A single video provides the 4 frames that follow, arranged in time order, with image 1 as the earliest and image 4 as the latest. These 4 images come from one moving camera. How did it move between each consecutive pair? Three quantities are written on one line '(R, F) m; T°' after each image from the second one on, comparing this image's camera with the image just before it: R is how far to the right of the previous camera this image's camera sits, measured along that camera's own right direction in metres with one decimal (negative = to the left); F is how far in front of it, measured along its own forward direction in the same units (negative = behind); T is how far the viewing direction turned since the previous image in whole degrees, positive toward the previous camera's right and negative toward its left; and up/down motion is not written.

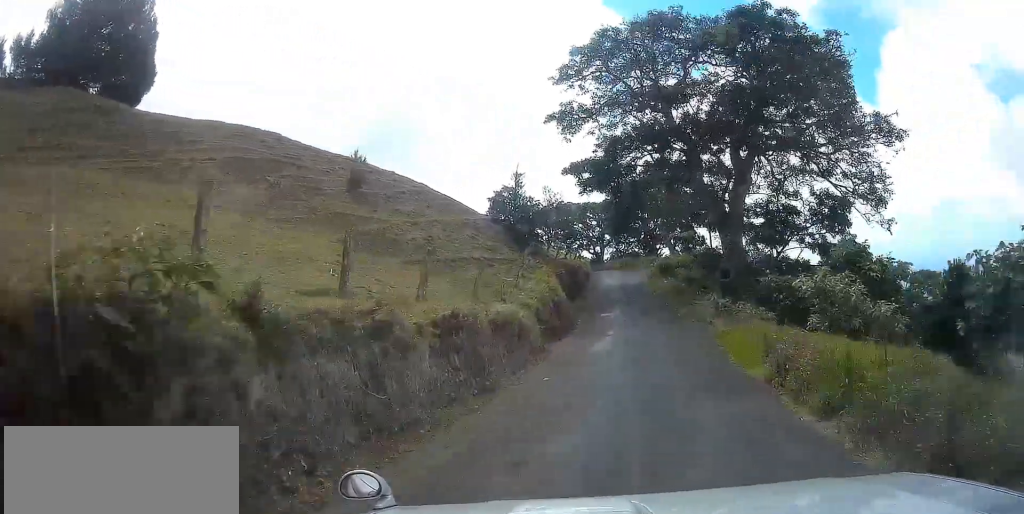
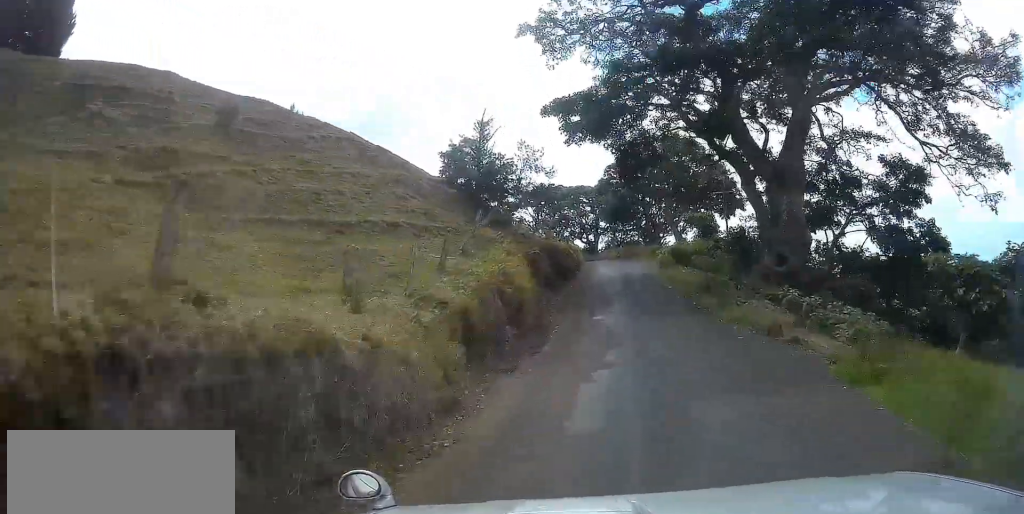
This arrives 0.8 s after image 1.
(+0.1, +11.0) m; 0°
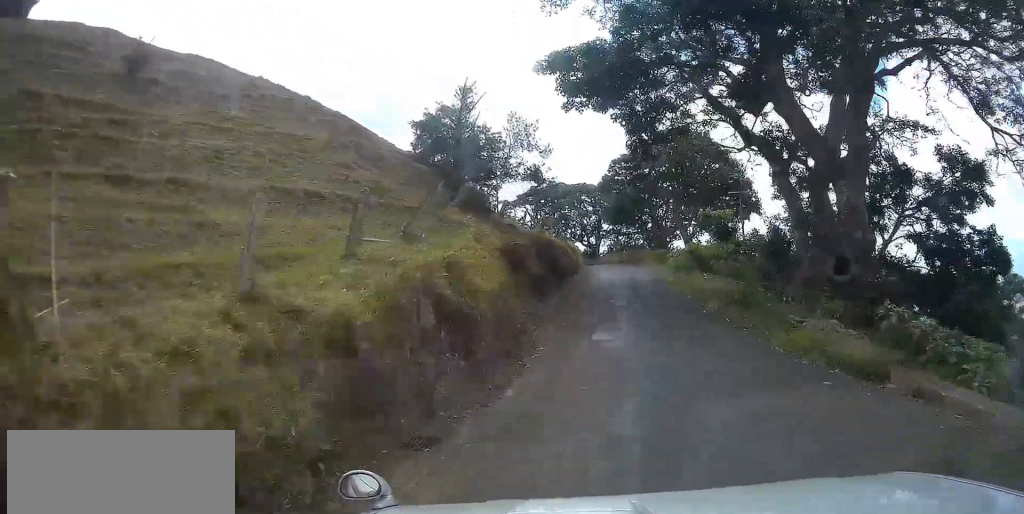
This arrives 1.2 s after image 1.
(0.0, +5.2) m; 0°
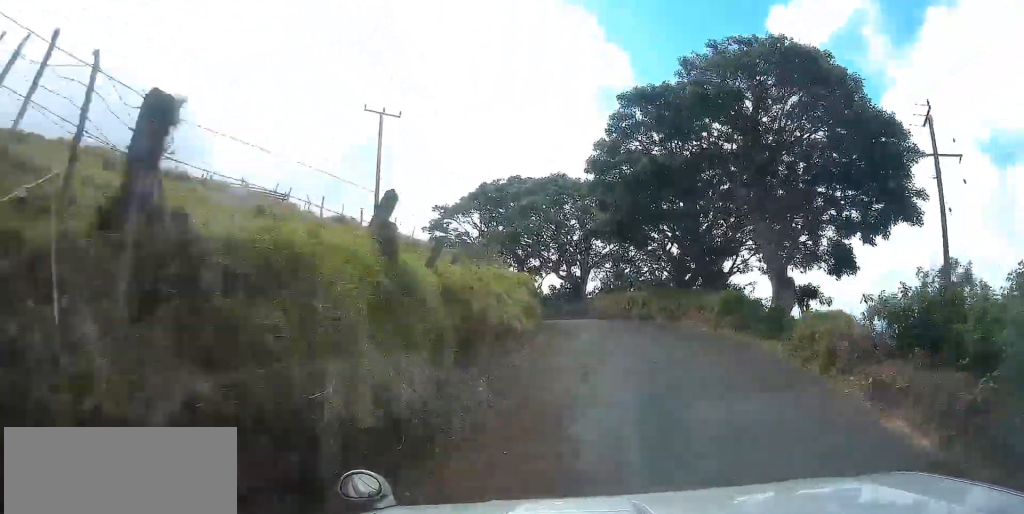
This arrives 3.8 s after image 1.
(+0.4, +31.1) m; +1°
